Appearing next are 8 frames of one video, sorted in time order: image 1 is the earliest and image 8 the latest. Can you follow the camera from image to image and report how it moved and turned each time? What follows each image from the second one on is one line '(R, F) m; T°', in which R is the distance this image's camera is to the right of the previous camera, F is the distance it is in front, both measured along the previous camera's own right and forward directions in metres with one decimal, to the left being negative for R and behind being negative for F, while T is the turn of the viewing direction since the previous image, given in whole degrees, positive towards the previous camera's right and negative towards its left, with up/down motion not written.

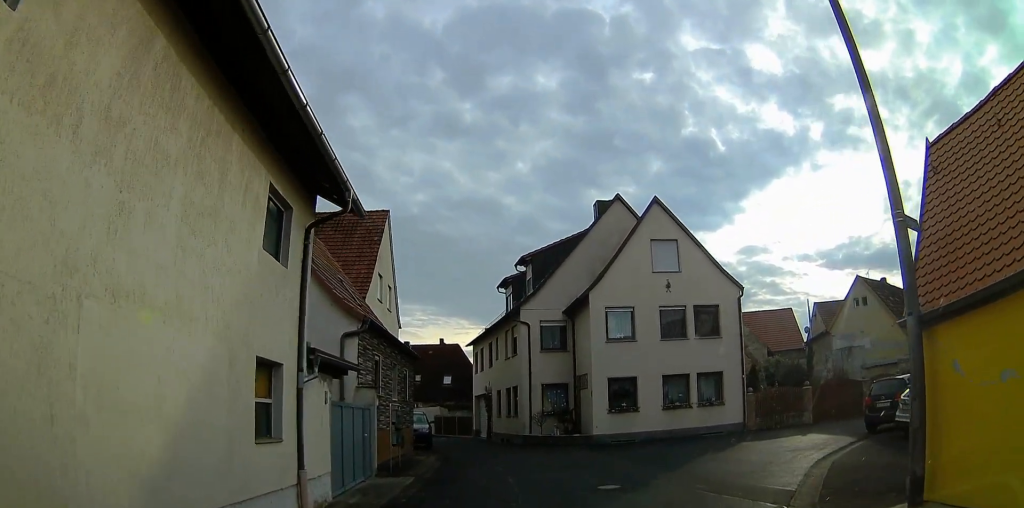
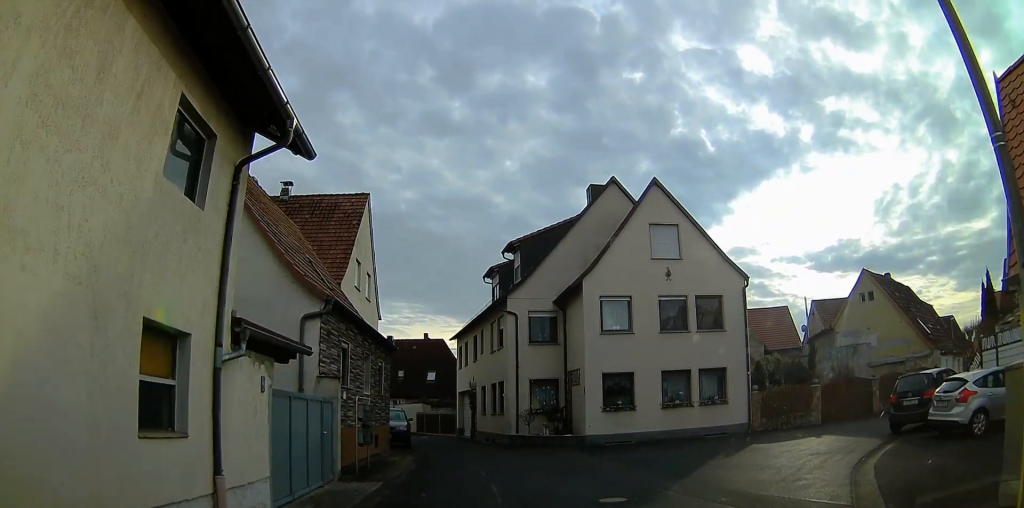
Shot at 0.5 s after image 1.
(0.0, +1.7) m; 0°
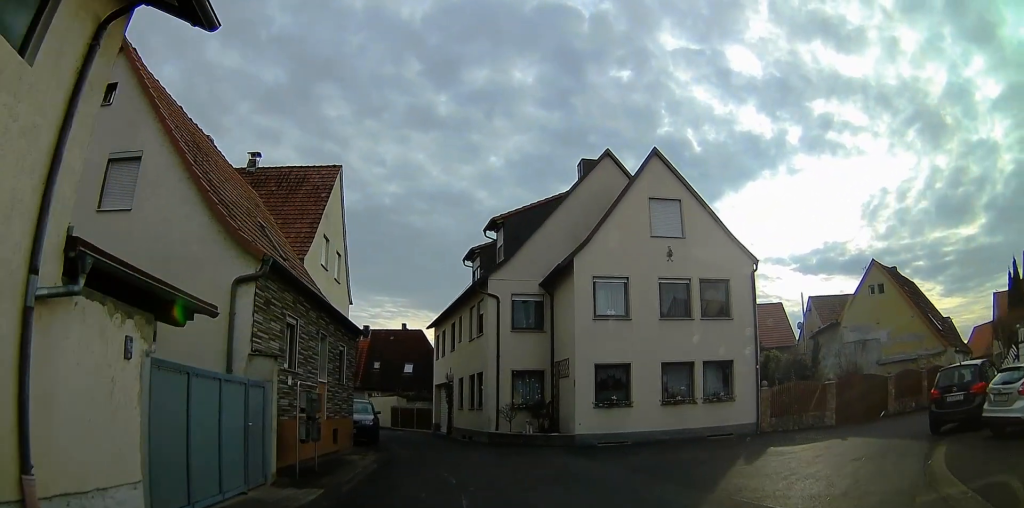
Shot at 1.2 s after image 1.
(0.0, +2.4) m; +4°
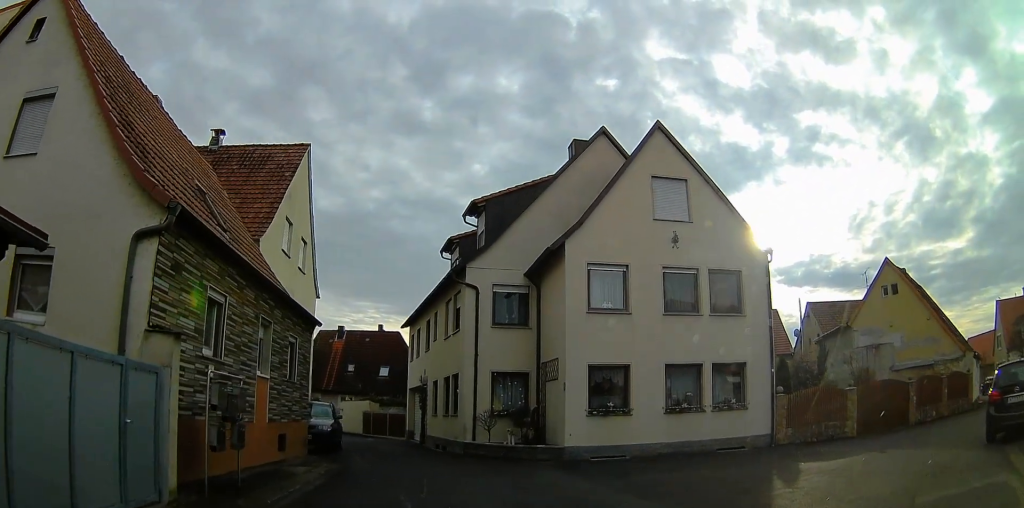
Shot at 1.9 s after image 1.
(-0.1, +3.0) m; +10°
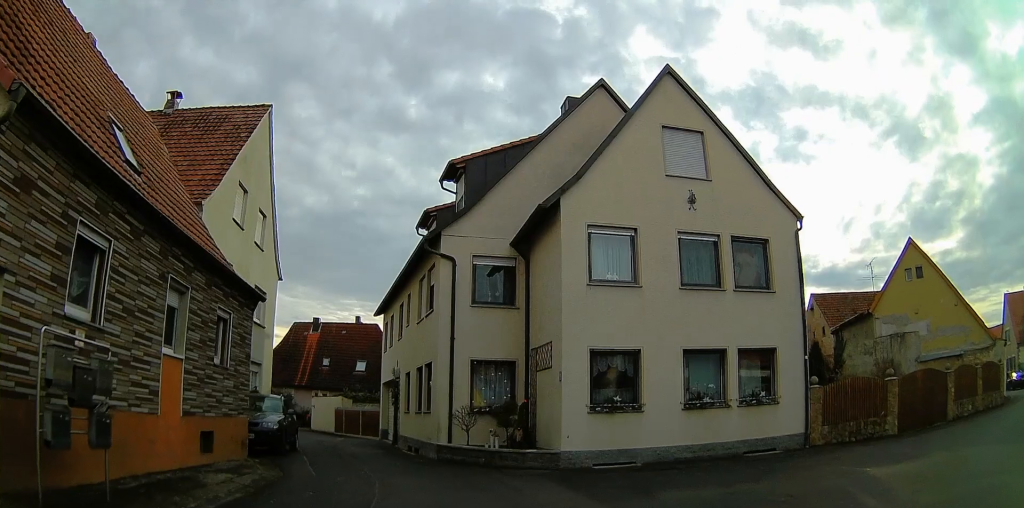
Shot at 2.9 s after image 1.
(+0.9, +3.9) m; +7°
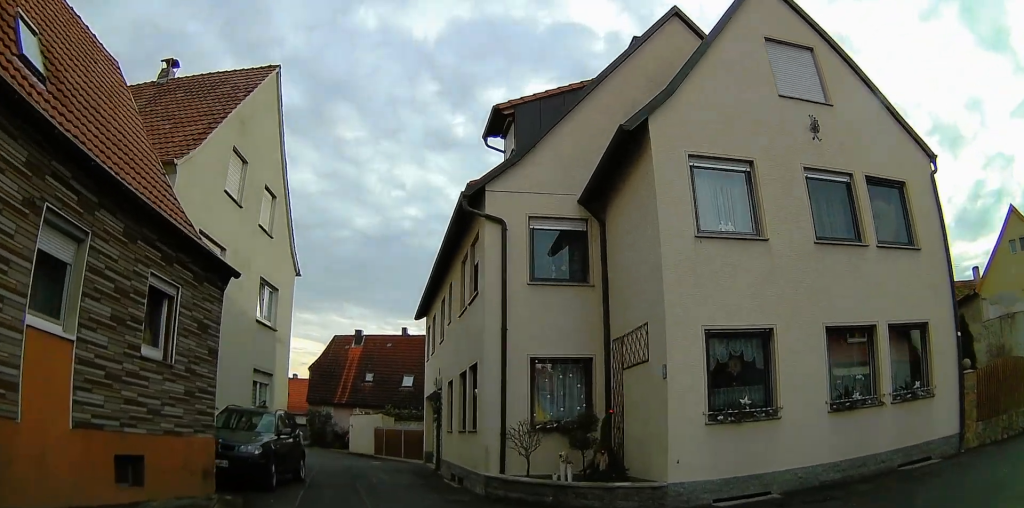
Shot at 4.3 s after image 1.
(-0.2, +5.9) m; -3°
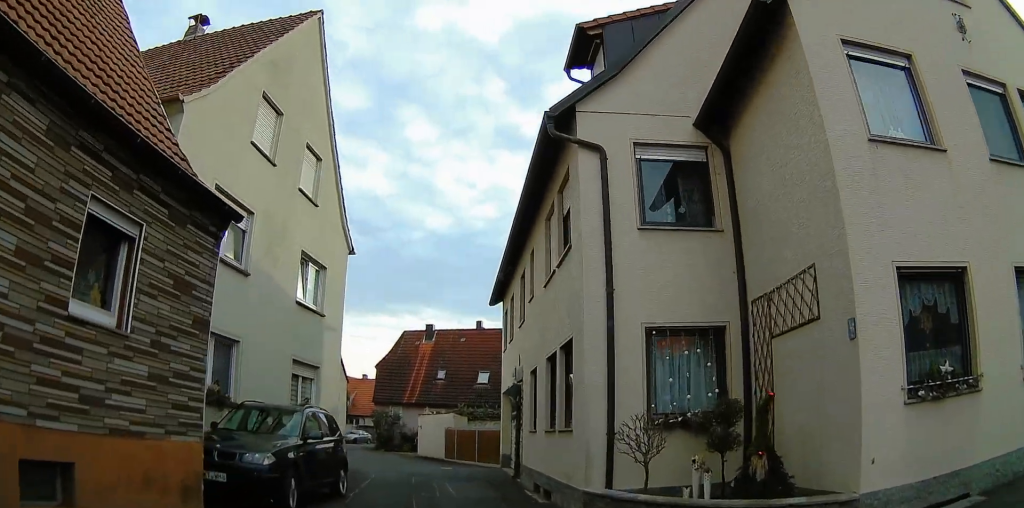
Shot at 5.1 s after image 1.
(+0.1, +3.2) m; -7°
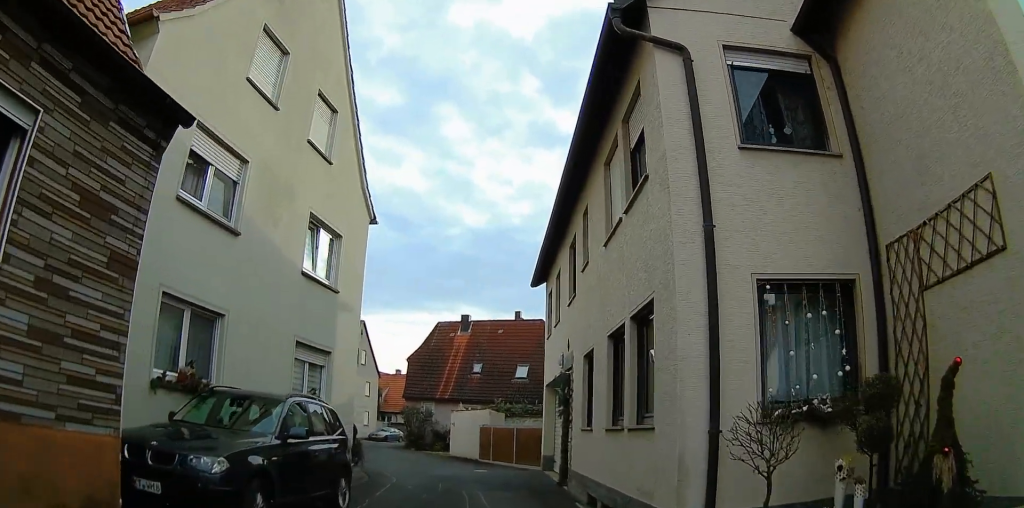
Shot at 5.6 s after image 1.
(-0.4, +2.3) m; -8°
